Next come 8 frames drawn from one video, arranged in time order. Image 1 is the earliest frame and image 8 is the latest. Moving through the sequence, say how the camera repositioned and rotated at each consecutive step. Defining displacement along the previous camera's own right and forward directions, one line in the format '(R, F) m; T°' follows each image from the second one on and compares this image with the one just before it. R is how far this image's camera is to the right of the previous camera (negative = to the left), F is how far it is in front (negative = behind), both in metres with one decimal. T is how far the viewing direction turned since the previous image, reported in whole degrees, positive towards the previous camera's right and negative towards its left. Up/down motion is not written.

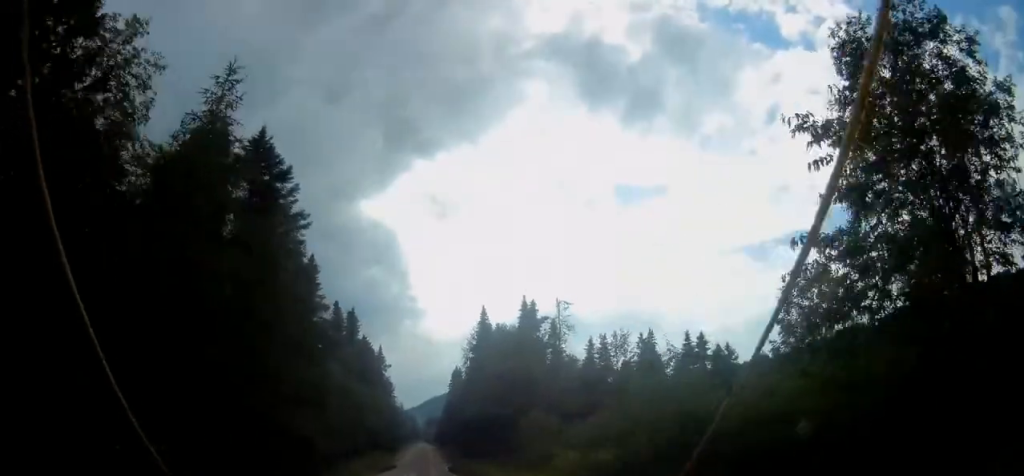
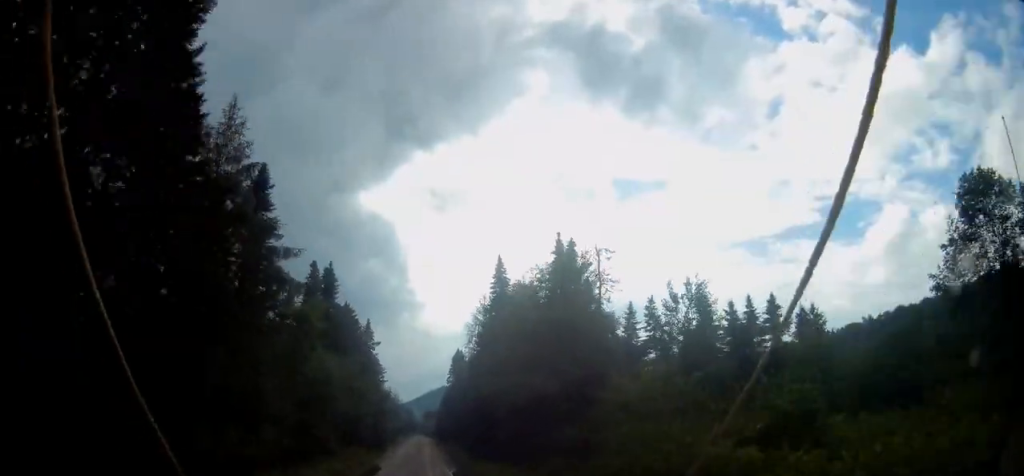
(0.0, +13.4) m; -2°
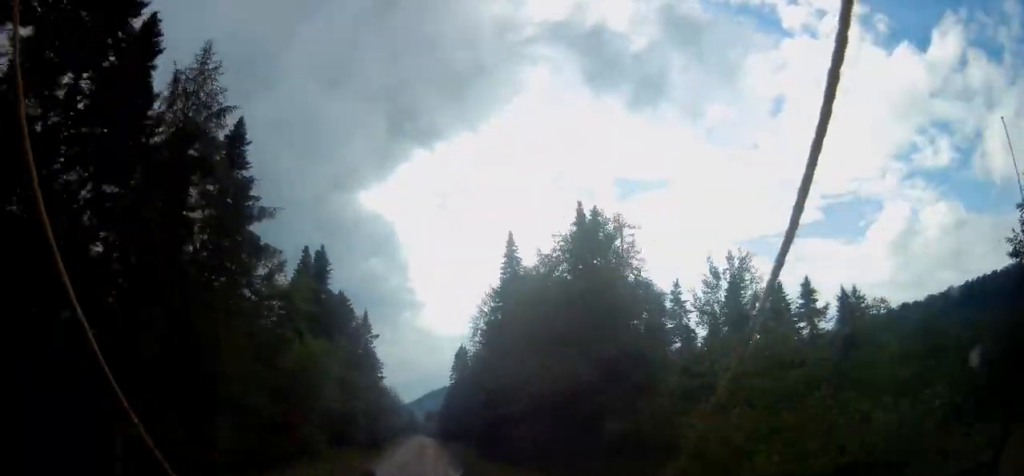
(0.0, +4.7) m; -1°
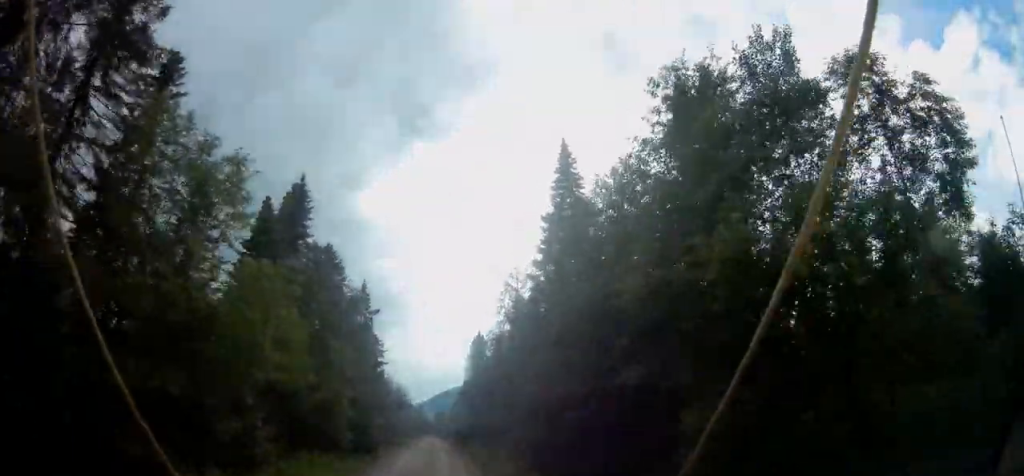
(-0.3, +12.0) m; 0°
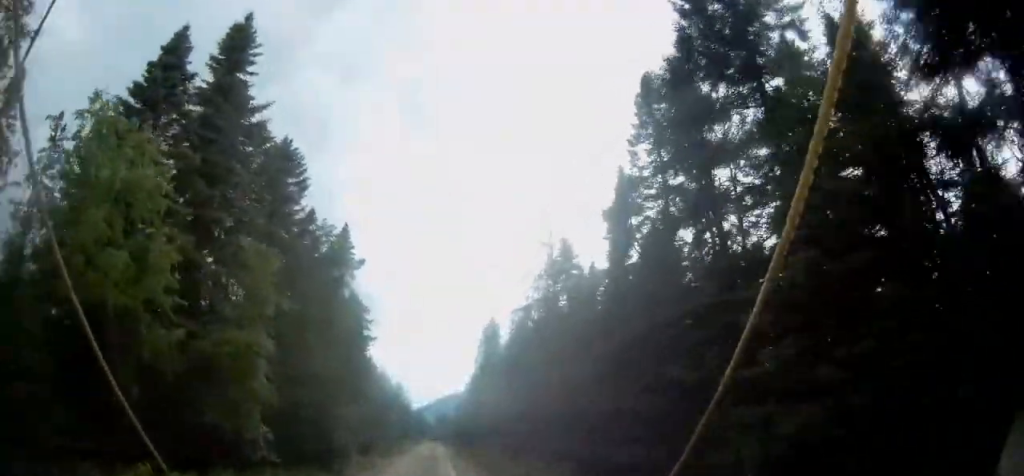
(+0.2, +14.2) m; +1°
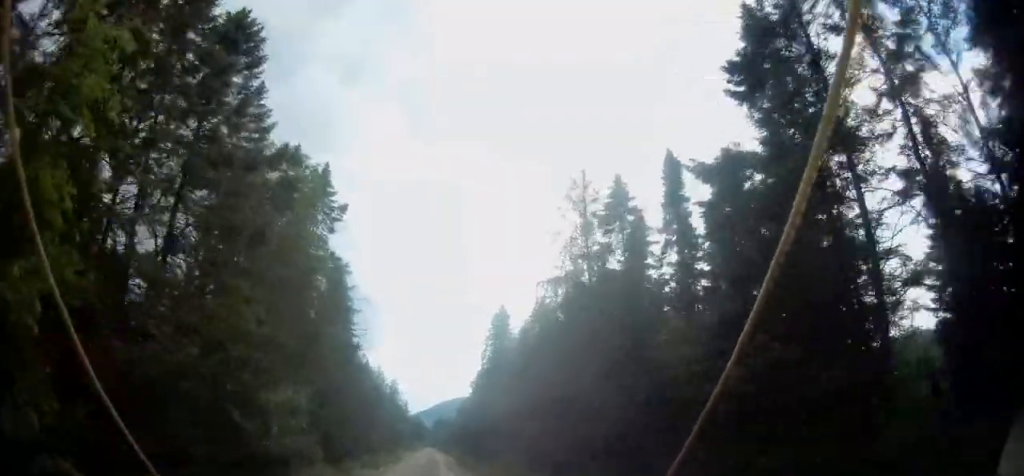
(0.0, +8.8) m; +1°
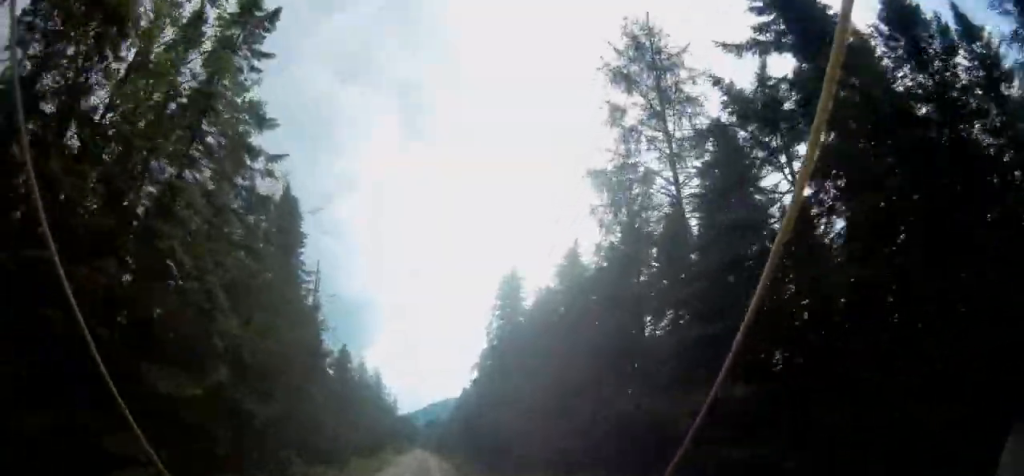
(+0.2, +13.2) m; +1°
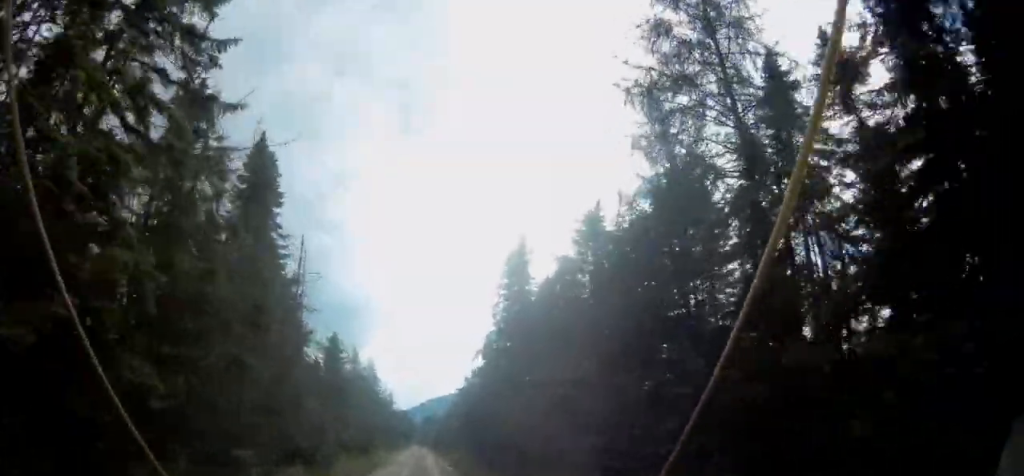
(0.0, +4.7) m; 0°
